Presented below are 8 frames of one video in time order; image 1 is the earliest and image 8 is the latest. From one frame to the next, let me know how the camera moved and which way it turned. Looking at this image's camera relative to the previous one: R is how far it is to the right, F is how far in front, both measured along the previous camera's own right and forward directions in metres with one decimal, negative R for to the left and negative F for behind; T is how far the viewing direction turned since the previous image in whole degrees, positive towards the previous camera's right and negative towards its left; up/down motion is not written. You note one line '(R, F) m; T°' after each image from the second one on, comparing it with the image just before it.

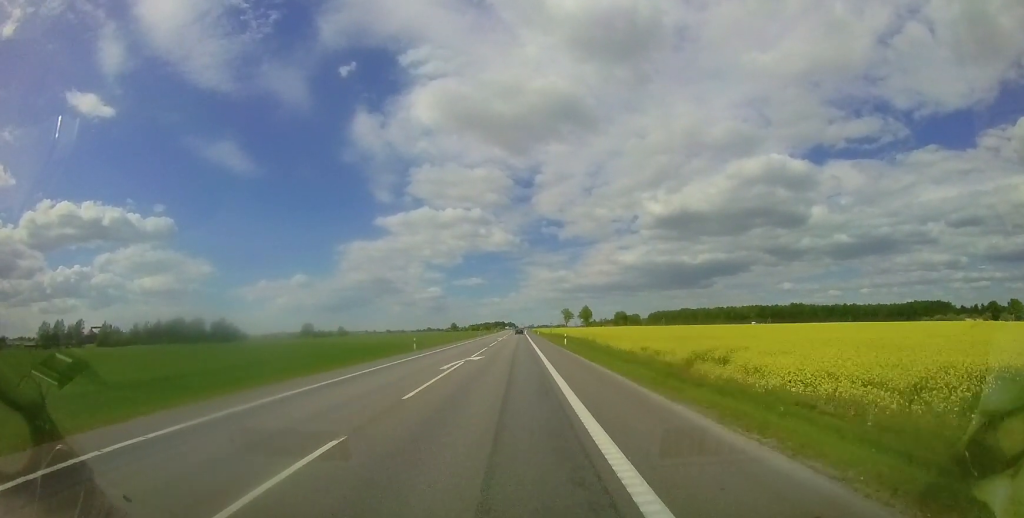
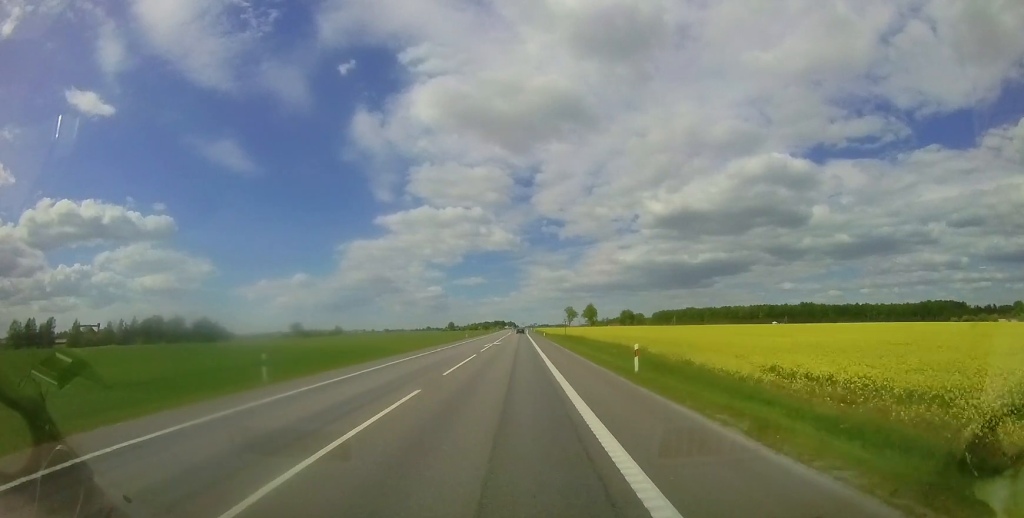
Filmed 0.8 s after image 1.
(-0.2, +20.3) m; 0°
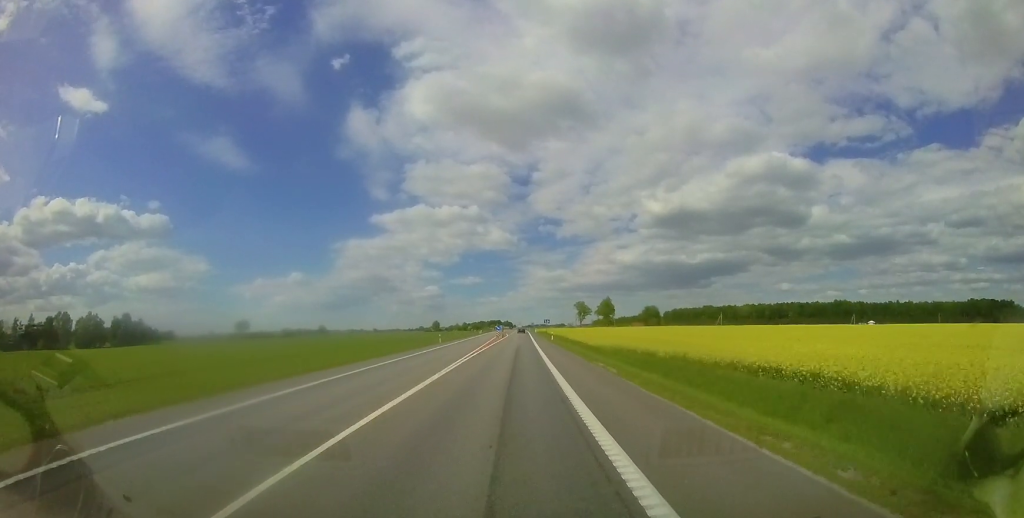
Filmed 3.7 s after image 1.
(+0.1, +68.6) m; +1°
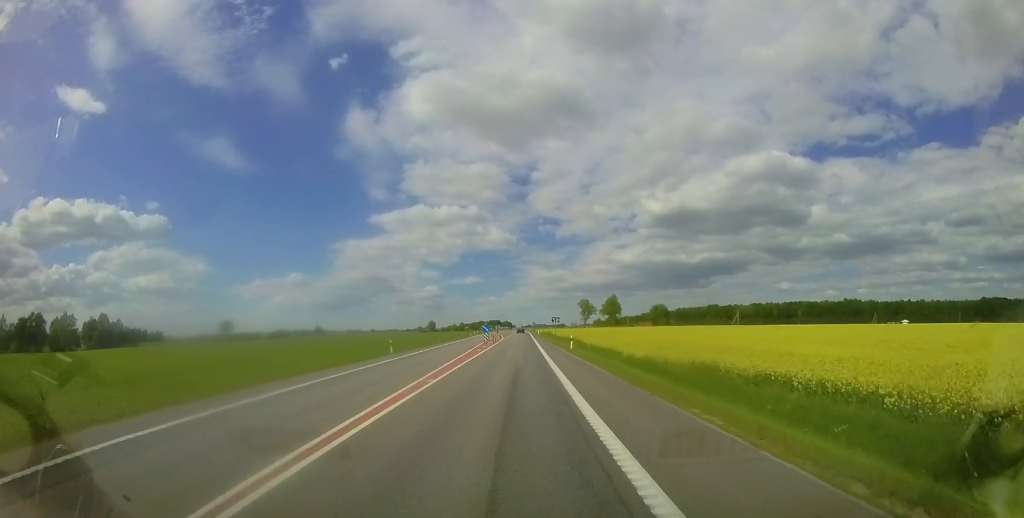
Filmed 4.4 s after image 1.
(+0.1, +17.3) m; 0°
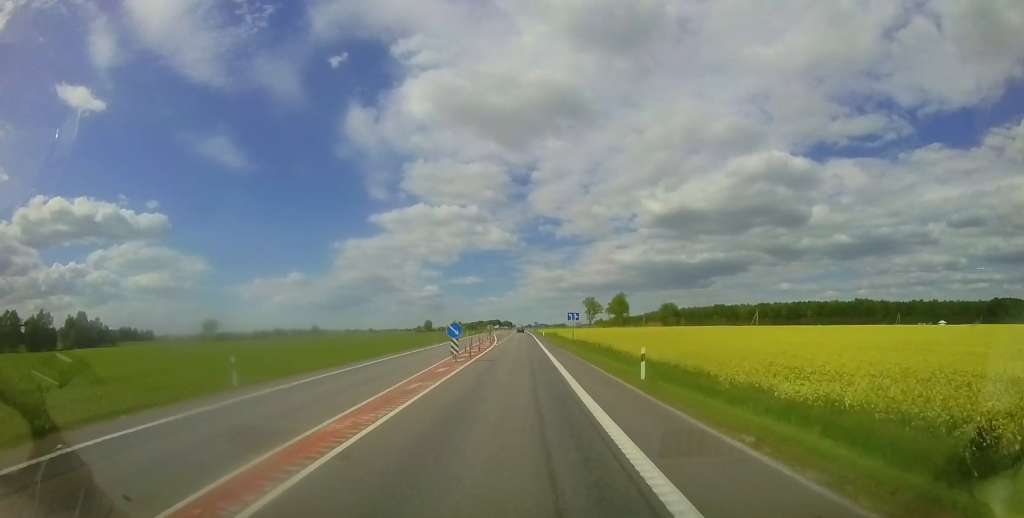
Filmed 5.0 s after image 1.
(0.0, +16.2) m; 0°
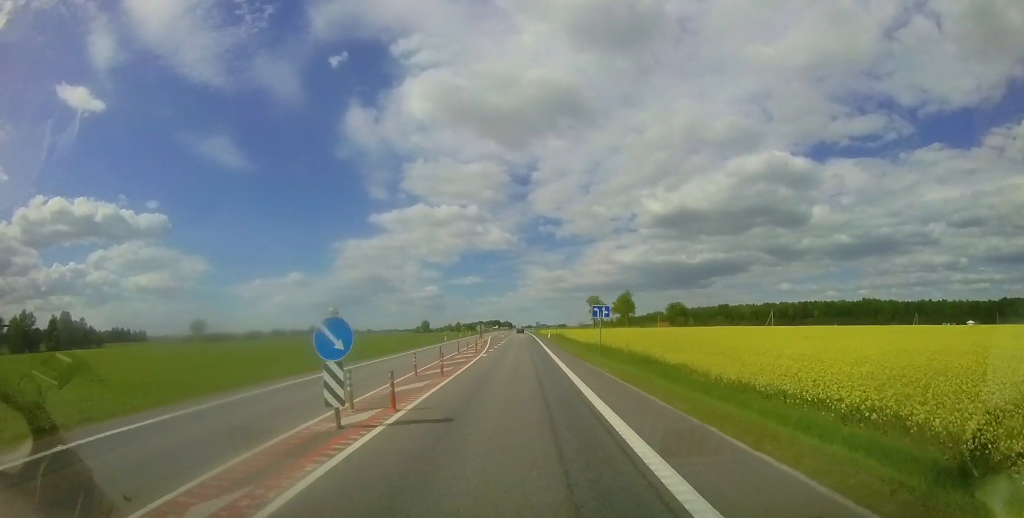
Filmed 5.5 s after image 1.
(0.0, +11.1) m; 0°
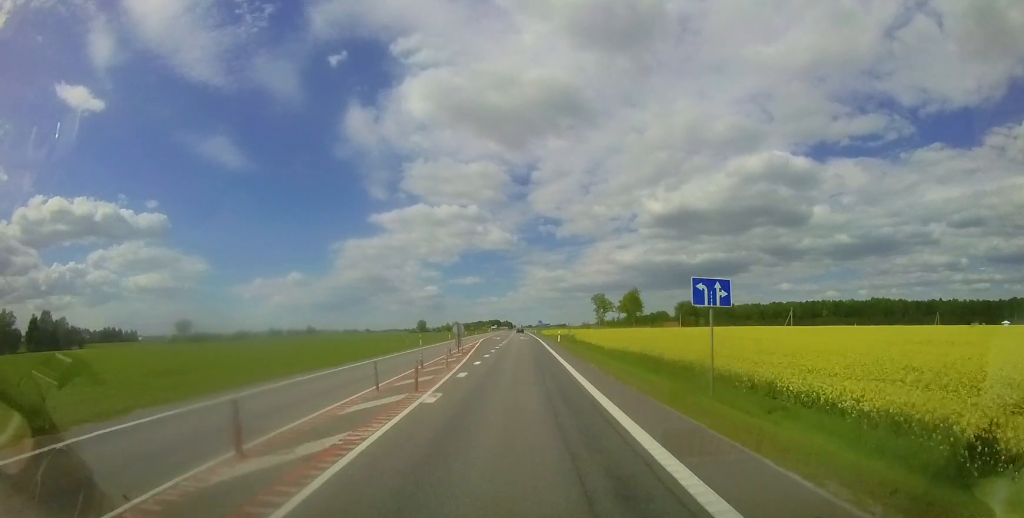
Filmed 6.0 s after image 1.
(0.0, +13.1) m; 0°
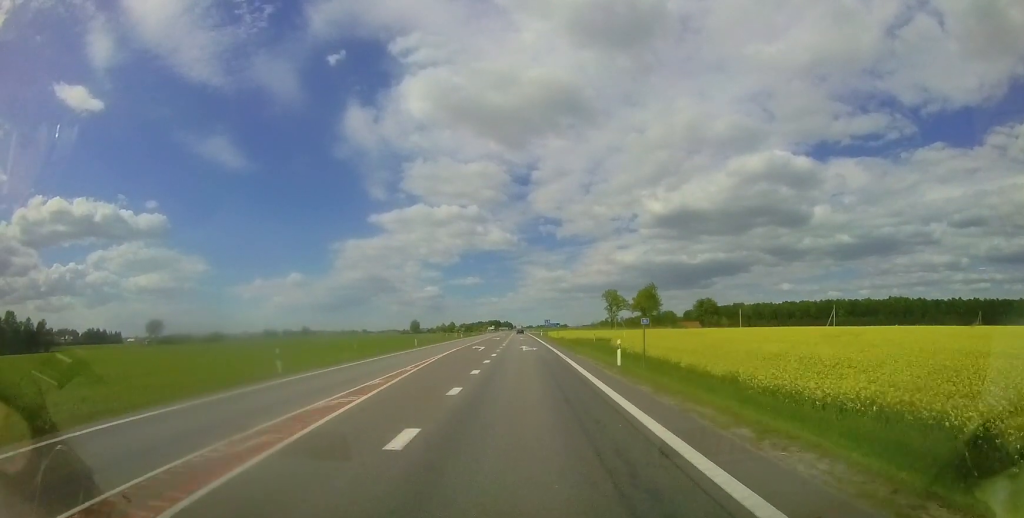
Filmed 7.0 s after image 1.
(+0.1, +23.3) m; 0°
